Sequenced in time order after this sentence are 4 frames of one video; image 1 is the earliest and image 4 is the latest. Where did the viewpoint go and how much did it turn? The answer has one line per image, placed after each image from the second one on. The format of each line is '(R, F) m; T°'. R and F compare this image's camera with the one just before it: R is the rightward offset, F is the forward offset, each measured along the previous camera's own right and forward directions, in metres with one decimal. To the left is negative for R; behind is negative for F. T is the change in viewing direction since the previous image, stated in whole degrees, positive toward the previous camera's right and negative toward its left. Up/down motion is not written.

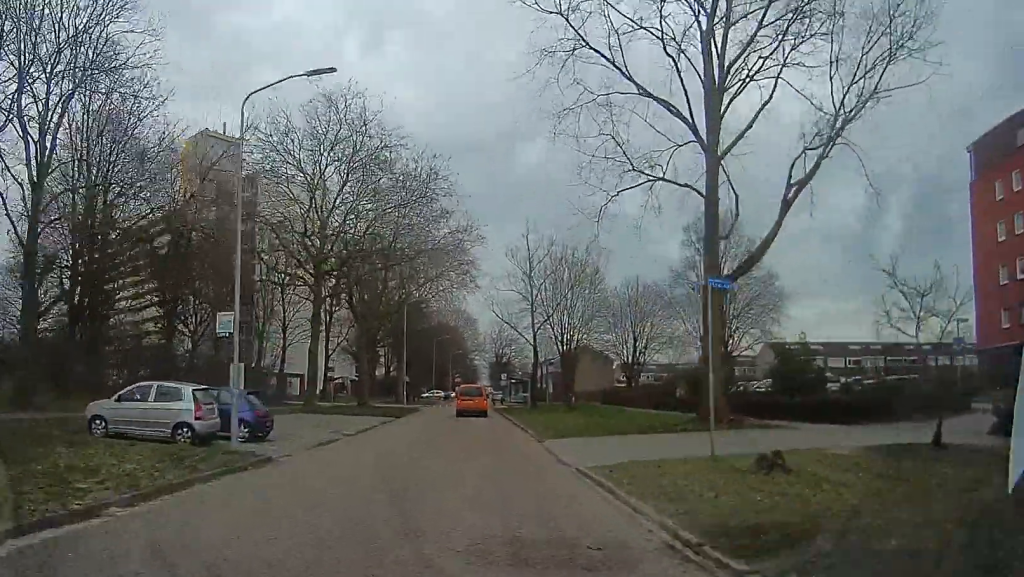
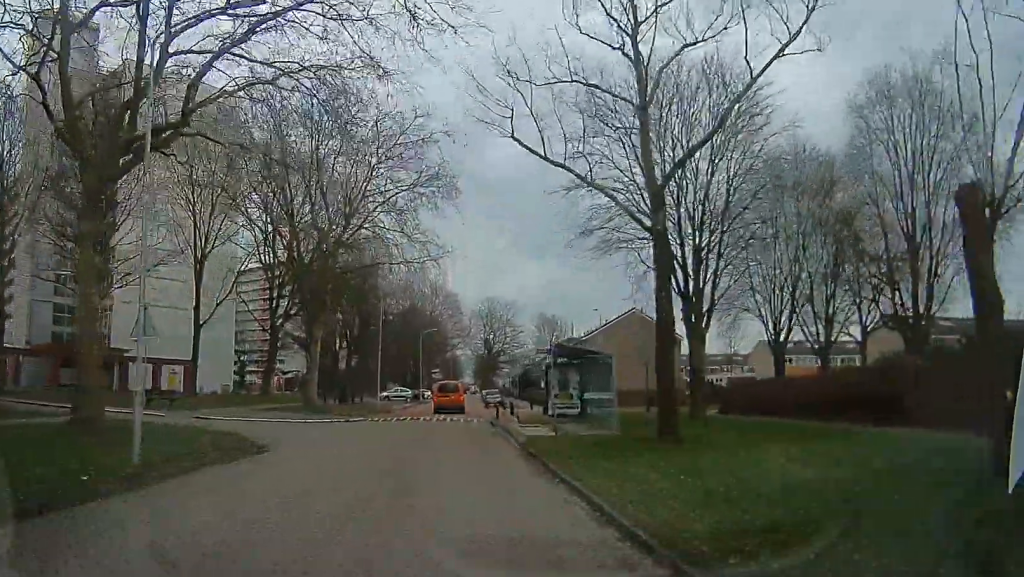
(+0.9, +33.0) m; +2°
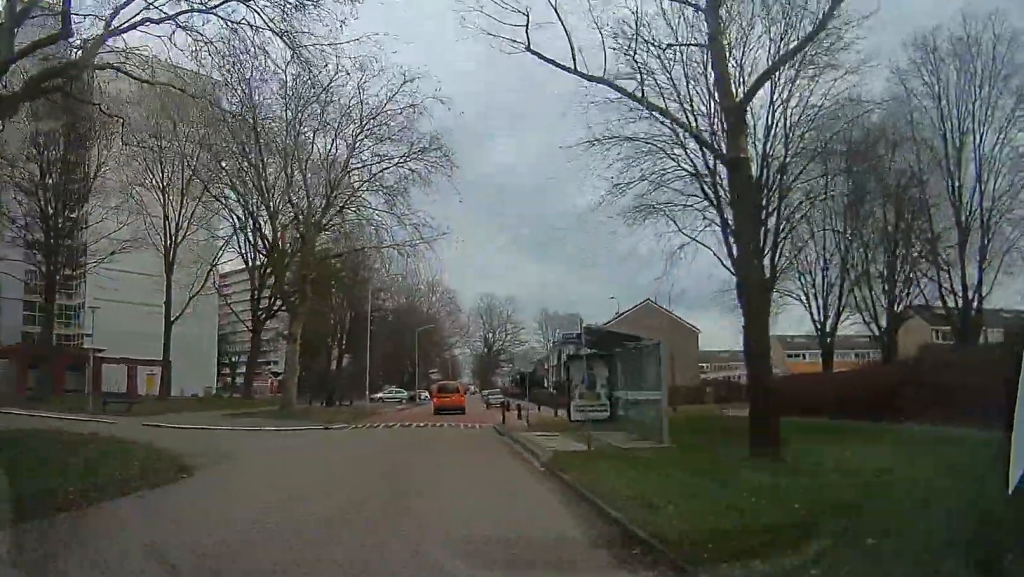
(0.0, +4.5) m; 0°
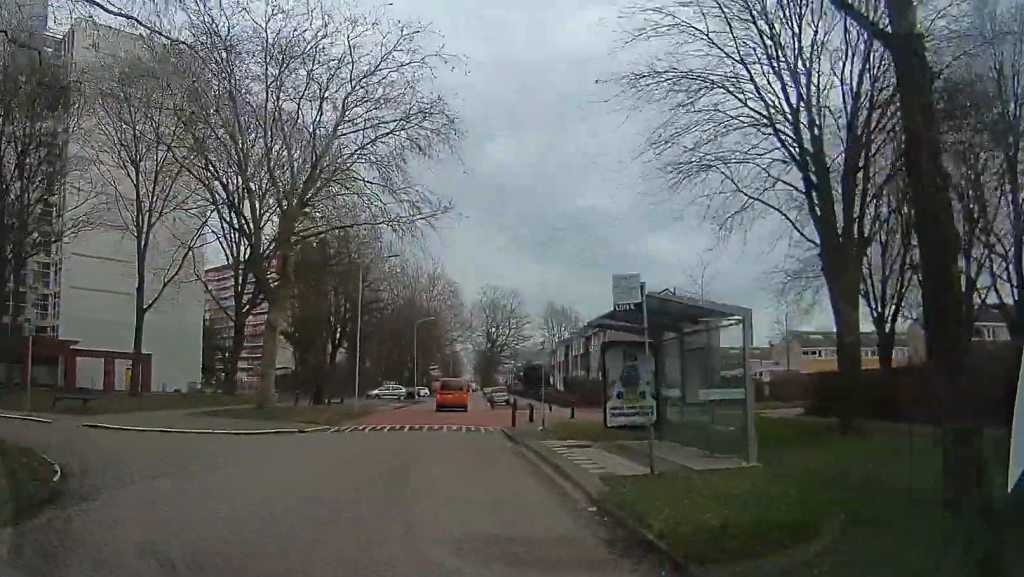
(0.0, +4.1) m; 0°
